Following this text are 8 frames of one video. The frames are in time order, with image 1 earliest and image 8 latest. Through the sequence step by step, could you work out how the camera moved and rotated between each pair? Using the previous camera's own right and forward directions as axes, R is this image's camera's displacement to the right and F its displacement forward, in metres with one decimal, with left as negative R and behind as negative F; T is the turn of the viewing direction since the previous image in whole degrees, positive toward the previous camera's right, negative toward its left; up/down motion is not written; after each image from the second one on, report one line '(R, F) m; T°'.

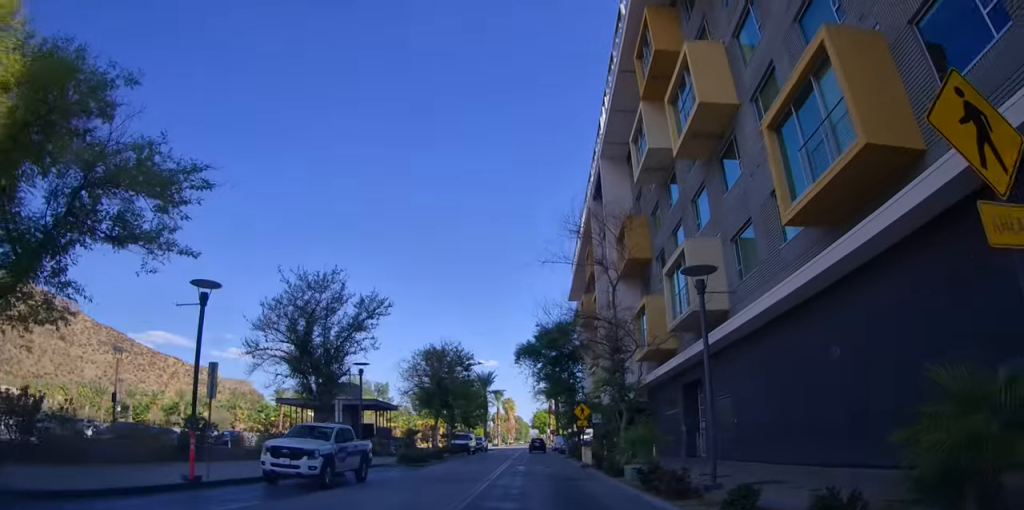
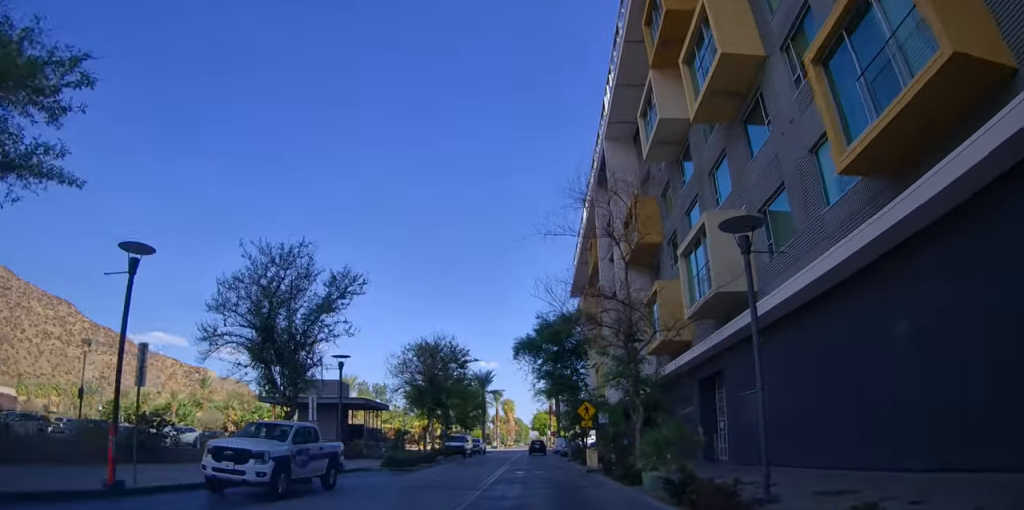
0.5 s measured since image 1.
(0.0, +3.0) m; 0°
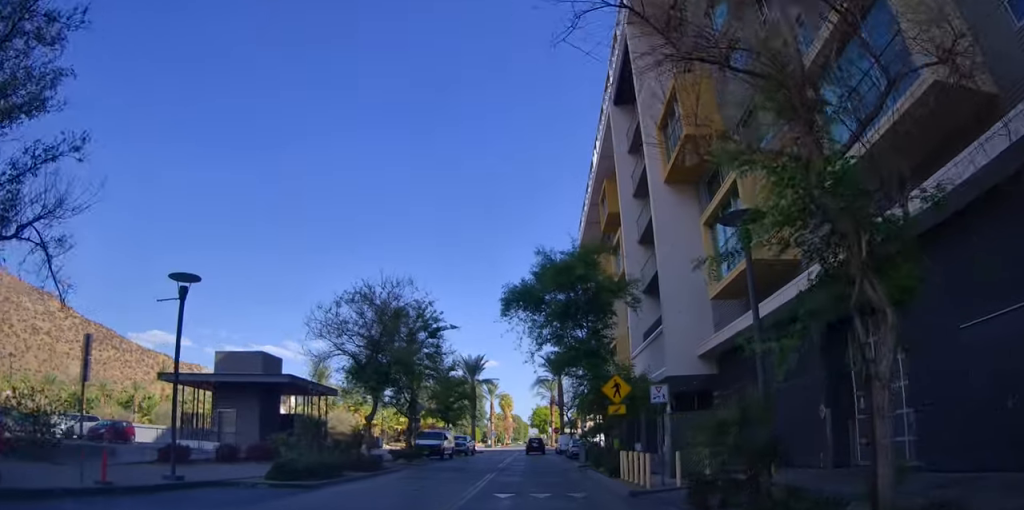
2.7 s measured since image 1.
(+0.2, +12.1) m; +2°
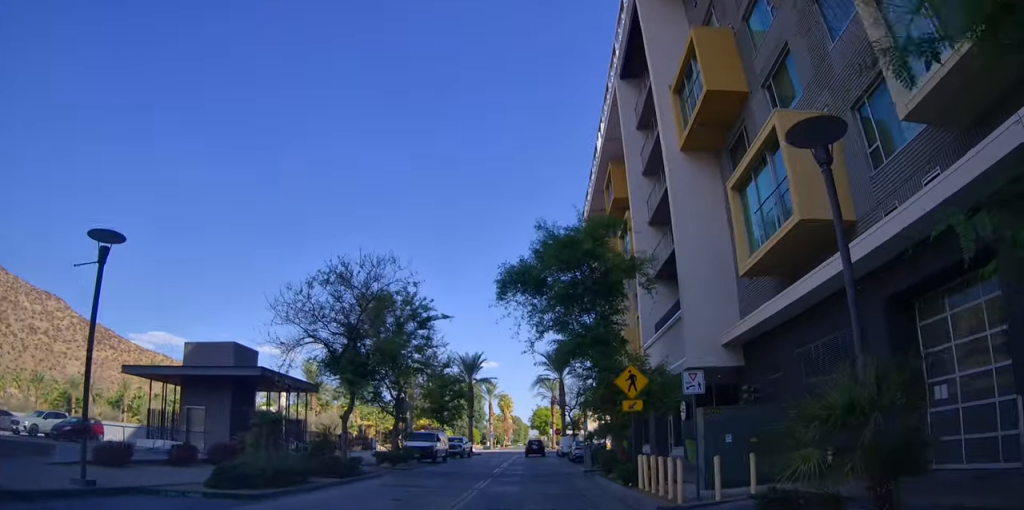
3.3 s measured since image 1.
(0.0, +3.2) m; 0°
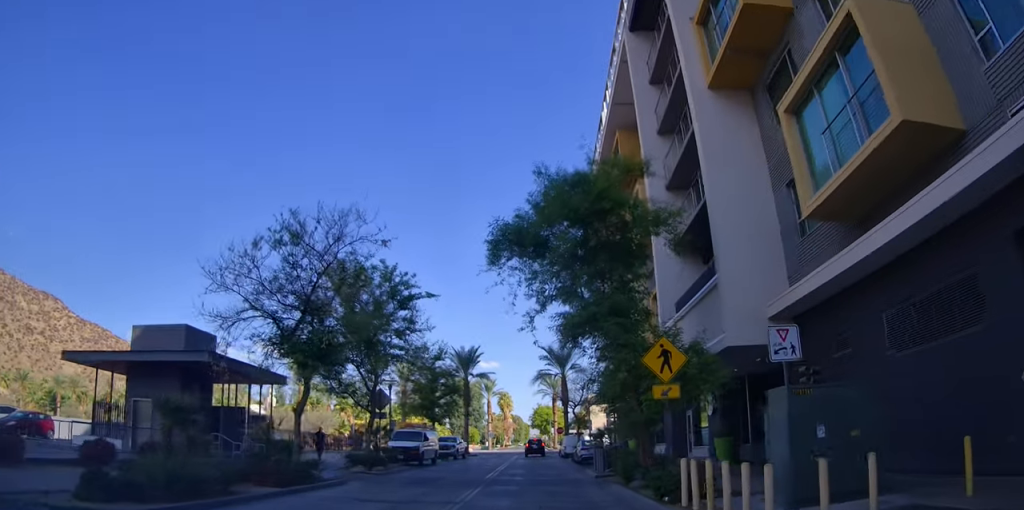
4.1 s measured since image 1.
(0.0, +4.5) m; 0°
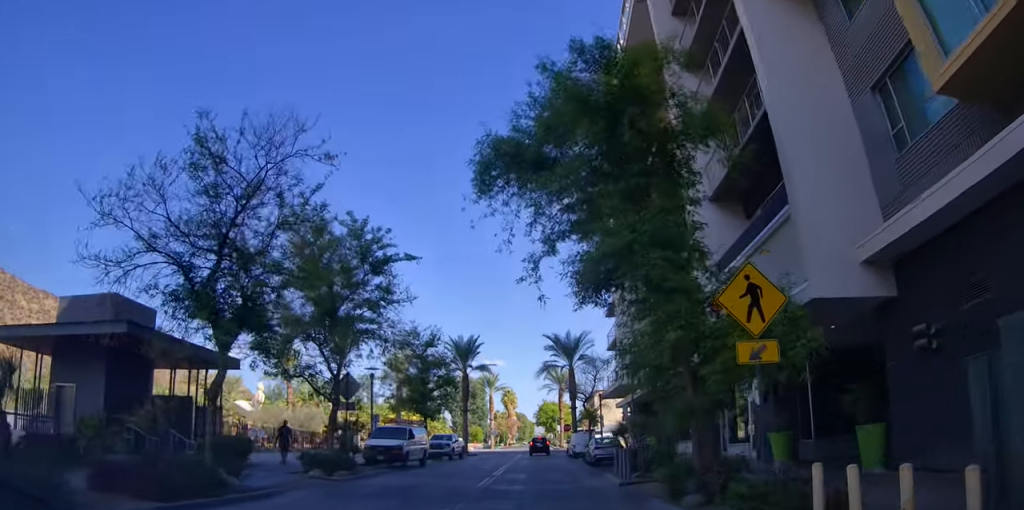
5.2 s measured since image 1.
(0.0, +5.3) m; 0°
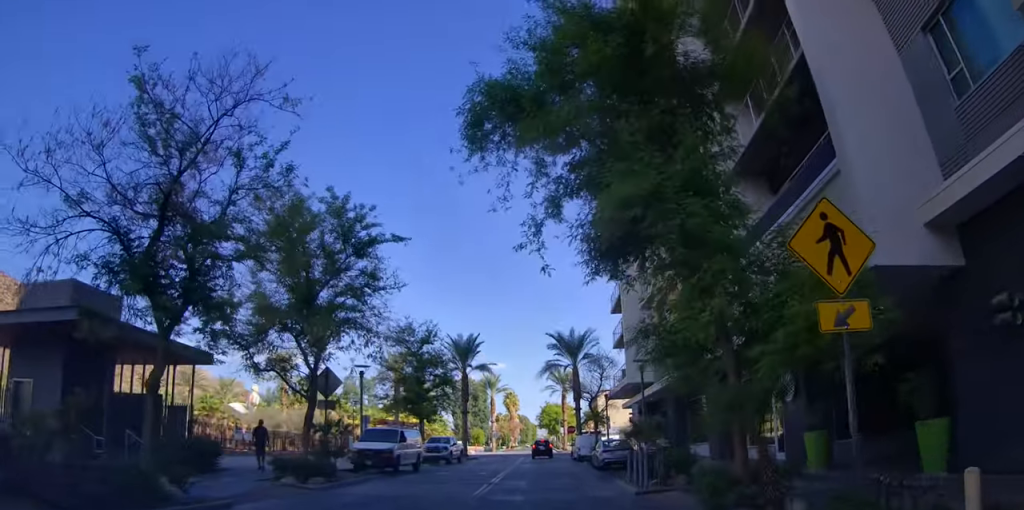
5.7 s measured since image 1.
(0.0, +2.4) m; 0°
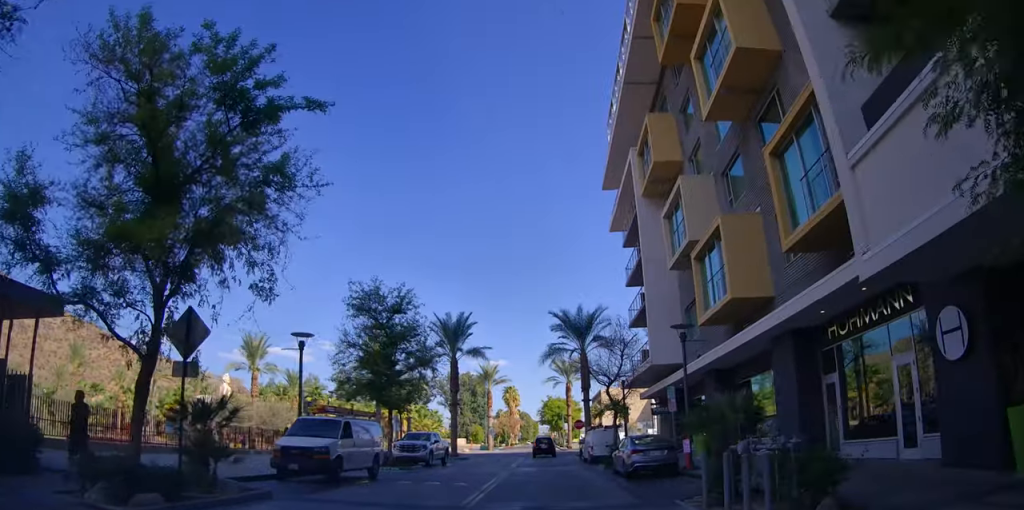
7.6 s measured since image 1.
(-0.1, +8.3) m; -2°
